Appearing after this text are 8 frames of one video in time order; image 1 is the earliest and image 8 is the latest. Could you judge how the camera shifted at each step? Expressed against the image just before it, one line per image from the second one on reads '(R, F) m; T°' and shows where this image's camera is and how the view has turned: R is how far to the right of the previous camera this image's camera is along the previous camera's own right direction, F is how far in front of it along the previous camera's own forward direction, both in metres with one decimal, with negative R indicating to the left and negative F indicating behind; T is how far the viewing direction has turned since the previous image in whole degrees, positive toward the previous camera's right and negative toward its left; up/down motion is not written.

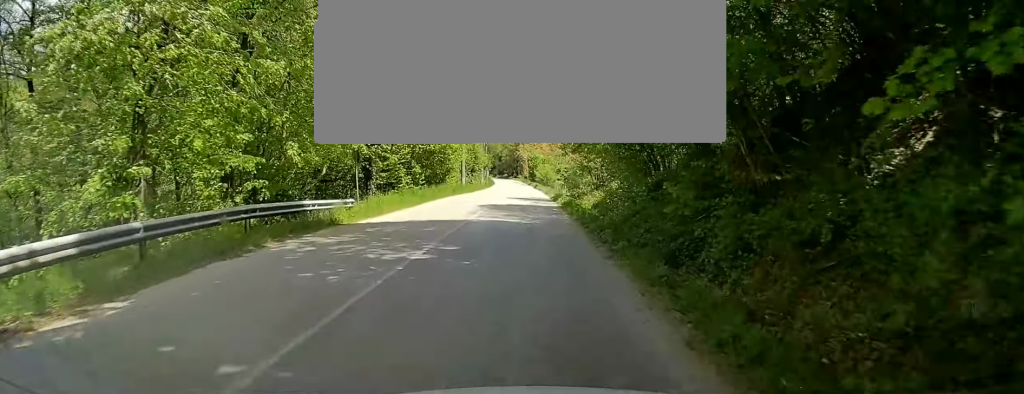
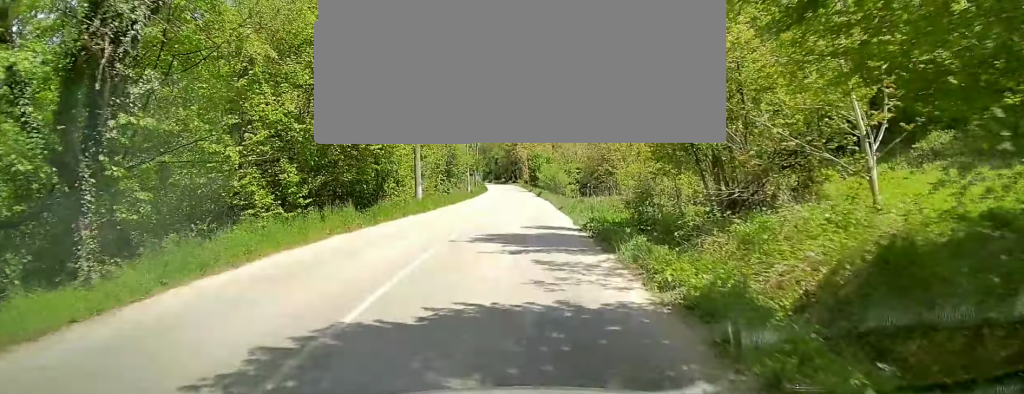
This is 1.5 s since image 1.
(-0.3, +21.5) m; -2°
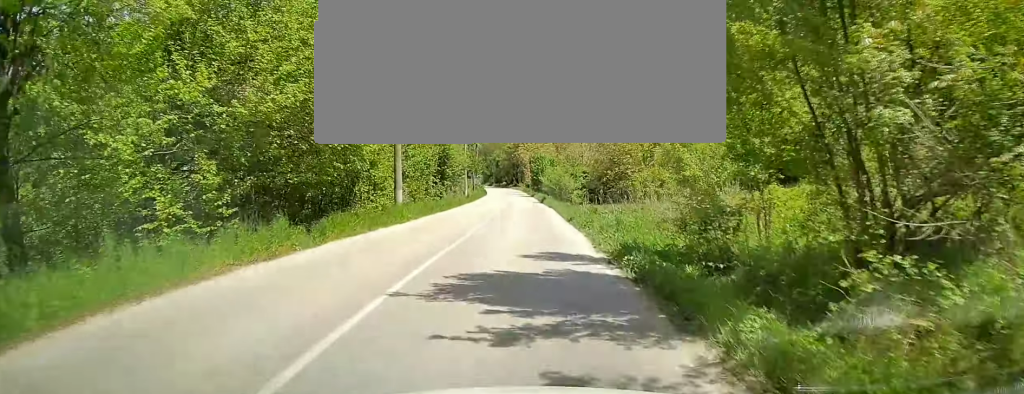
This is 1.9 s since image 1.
(-0.1, +5.8) m; -1°
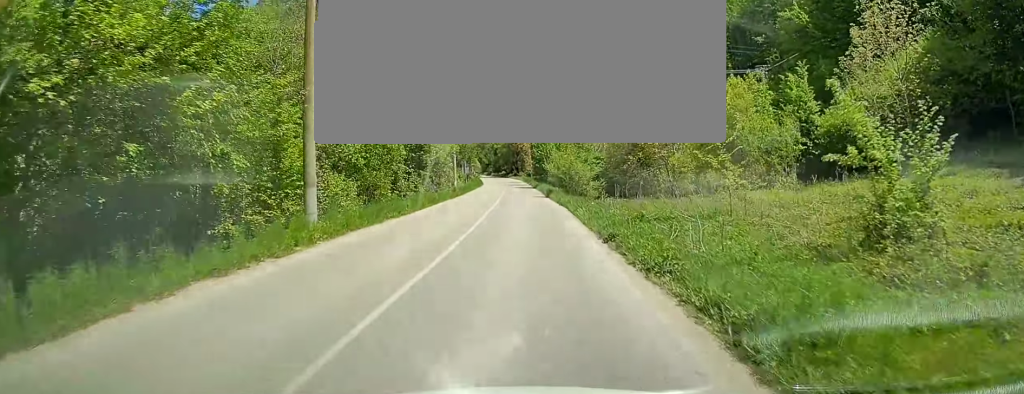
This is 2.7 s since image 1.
(-0.1, +10.7) m; -1°
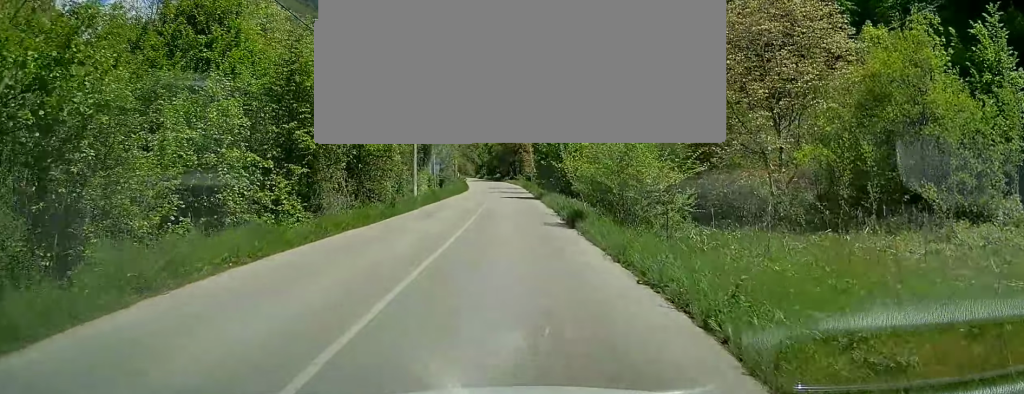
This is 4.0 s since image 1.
(0.0, +20.0) m; +2°
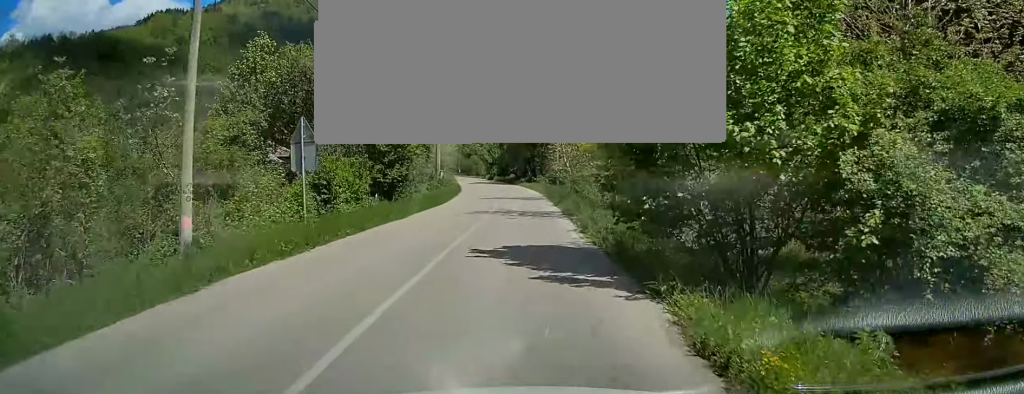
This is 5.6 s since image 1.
(+0.8, +26.4) m; 0°
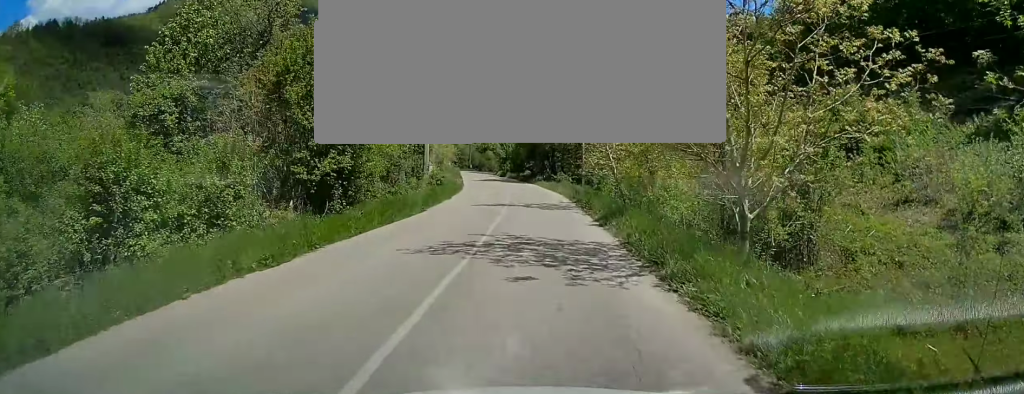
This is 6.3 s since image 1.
(-0.4, +11.6) m; -1°
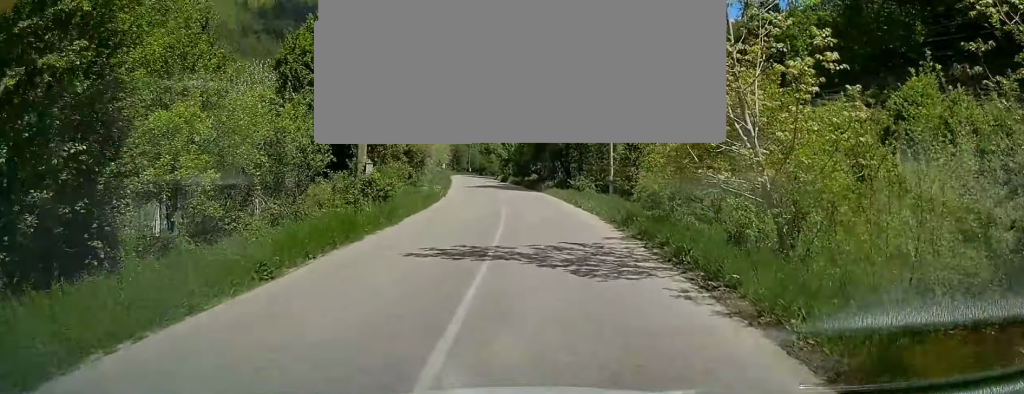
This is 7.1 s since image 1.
(0.0, +13.4) m; -1°
